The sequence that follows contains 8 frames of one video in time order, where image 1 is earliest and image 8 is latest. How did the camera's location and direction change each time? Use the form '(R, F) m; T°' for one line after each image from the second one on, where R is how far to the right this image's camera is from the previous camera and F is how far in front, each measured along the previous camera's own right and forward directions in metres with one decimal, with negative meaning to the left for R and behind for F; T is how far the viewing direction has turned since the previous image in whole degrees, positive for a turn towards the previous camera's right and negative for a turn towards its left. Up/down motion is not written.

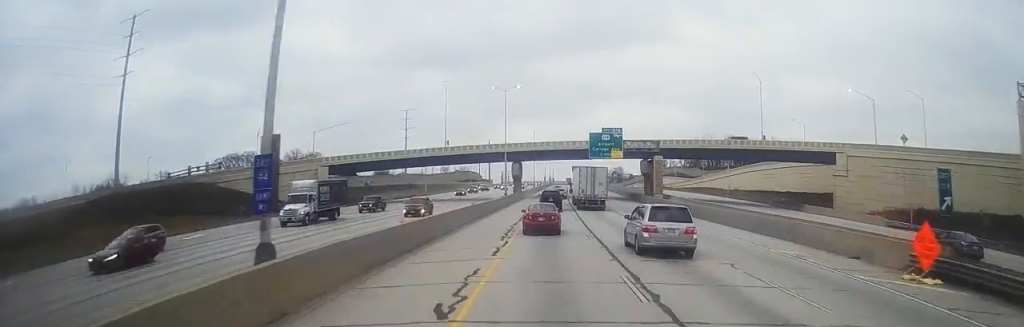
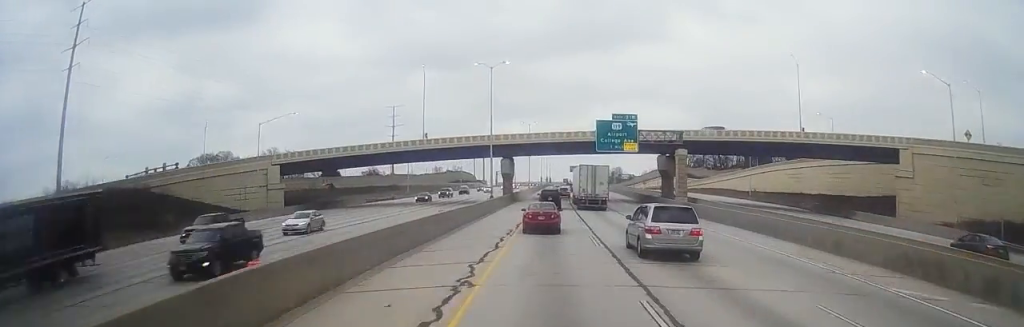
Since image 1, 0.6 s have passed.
(-0.1, +20.3) m; +2°
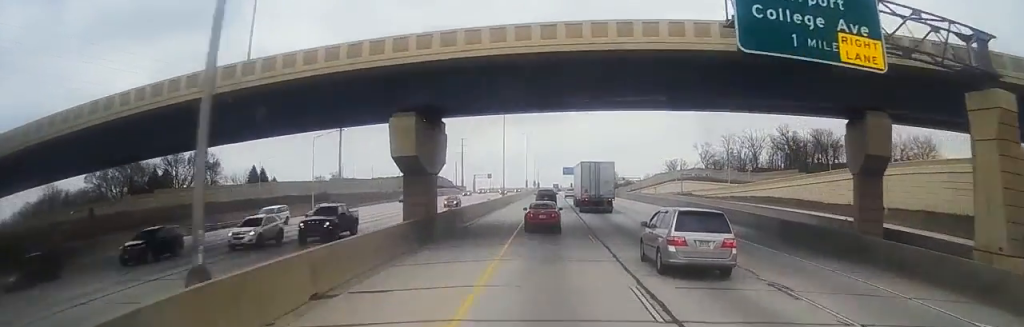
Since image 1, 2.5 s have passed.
(+1.3, +65.1) m; 0°
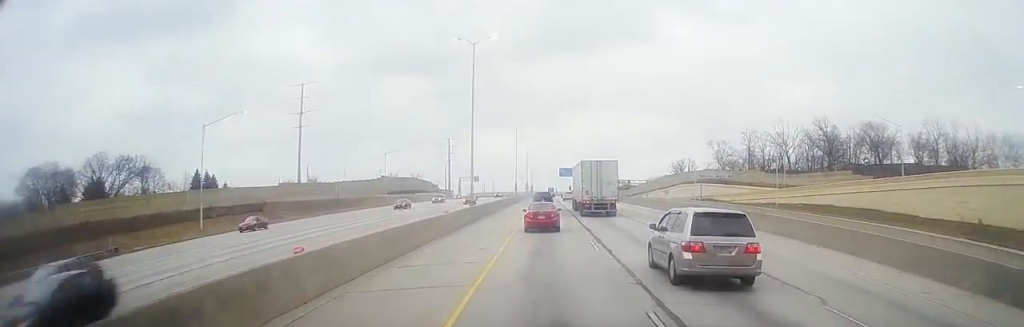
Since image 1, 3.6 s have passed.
(-0.3, +30.1) m; +1°
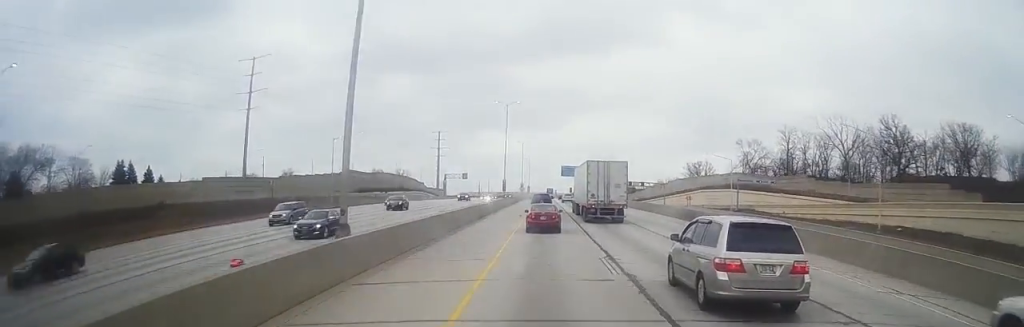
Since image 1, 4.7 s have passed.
(+0.8, +32.4) m; +2°
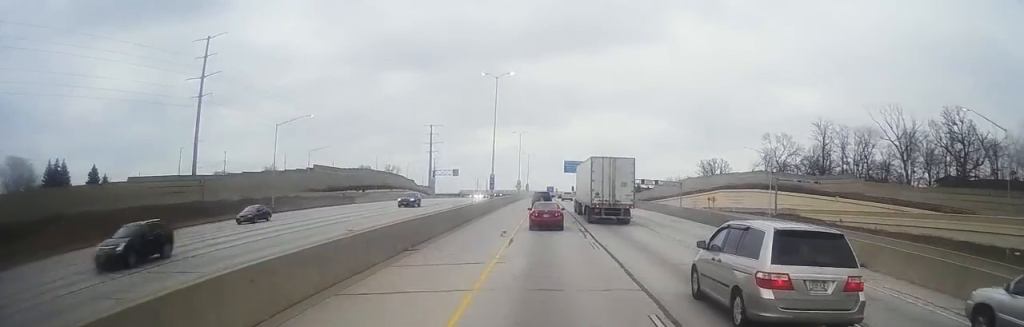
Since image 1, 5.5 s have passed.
(0.0, +23.6) m; 0°
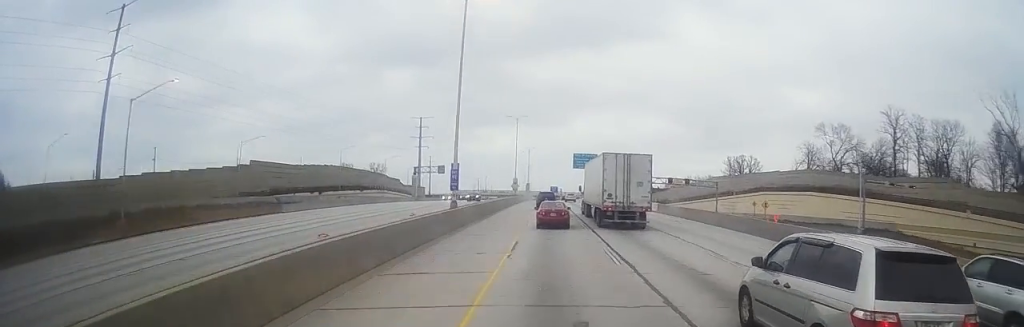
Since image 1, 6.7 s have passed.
(+0.1, +34.4) m; 0°
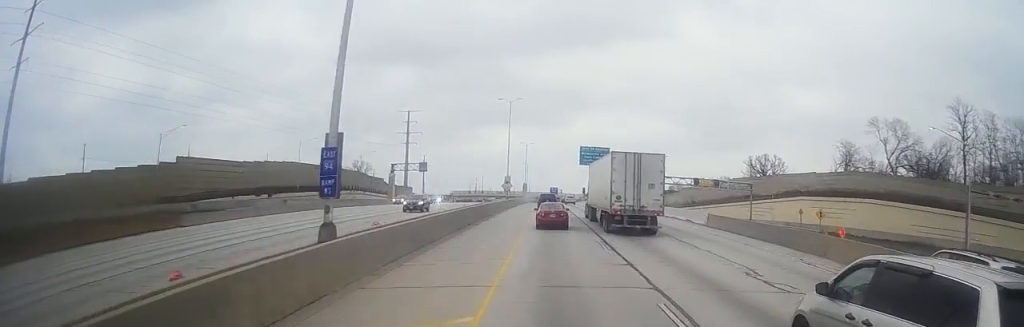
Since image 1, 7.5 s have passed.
(-0.1, +26.4) m; 0°
